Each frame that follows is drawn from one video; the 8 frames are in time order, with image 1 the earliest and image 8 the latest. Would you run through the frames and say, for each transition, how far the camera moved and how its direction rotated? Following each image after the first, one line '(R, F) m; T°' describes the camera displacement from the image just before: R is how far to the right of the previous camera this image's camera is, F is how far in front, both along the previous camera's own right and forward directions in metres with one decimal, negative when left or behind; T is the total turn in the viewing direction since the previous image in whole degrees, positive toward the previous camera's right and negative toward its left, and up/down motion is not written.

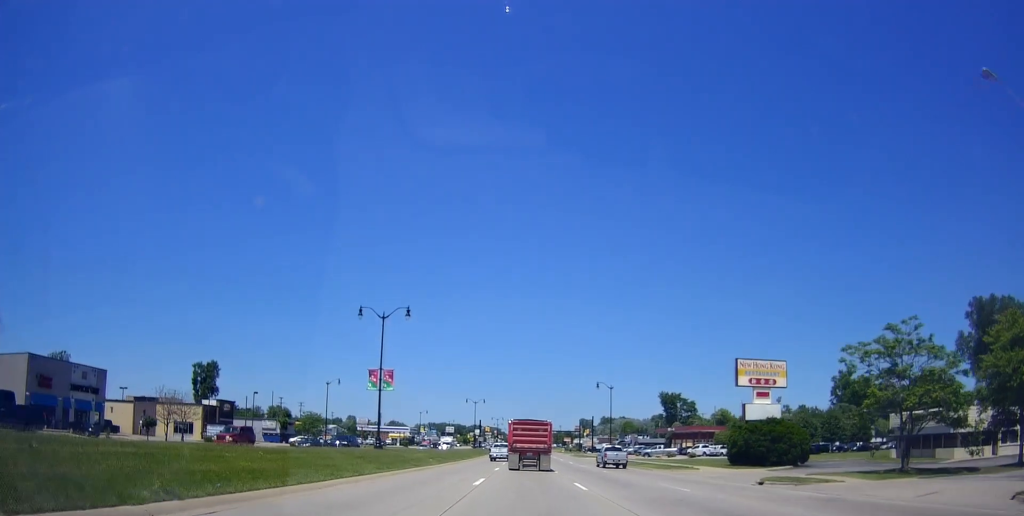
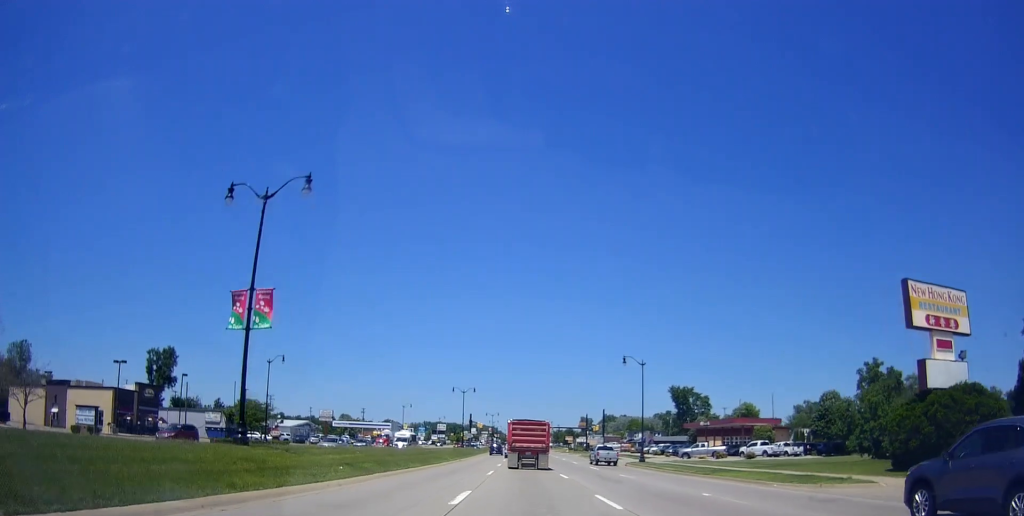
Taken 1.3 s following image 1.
(-0.3, +22.4) m; +1°
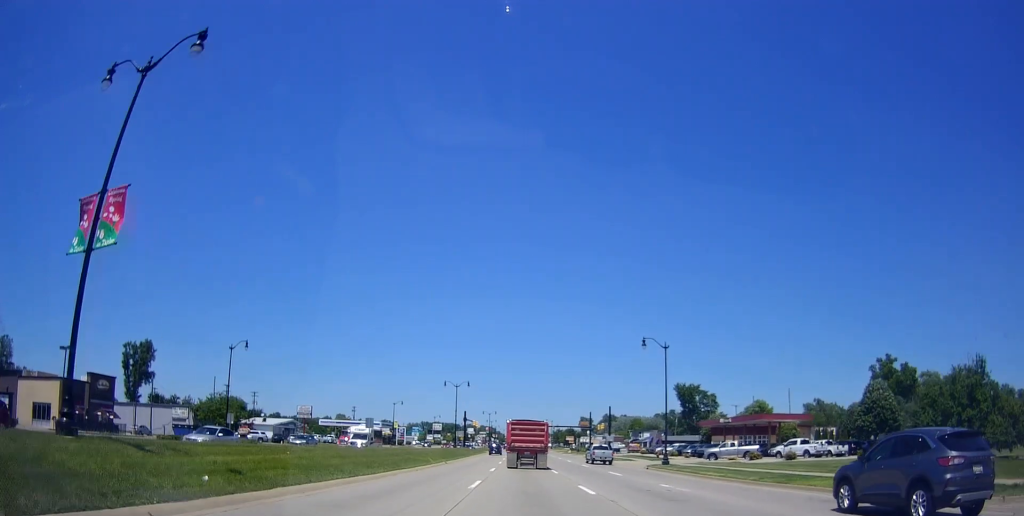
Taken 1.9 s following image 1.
(+0.3, +10.0) m; +2°
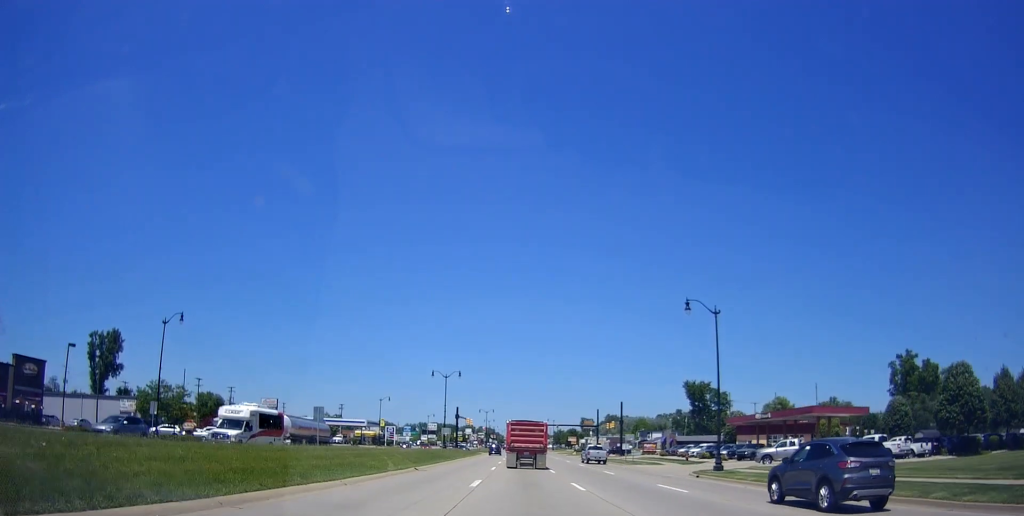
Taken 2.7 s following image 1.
(0.0, +13.4) m; 0°
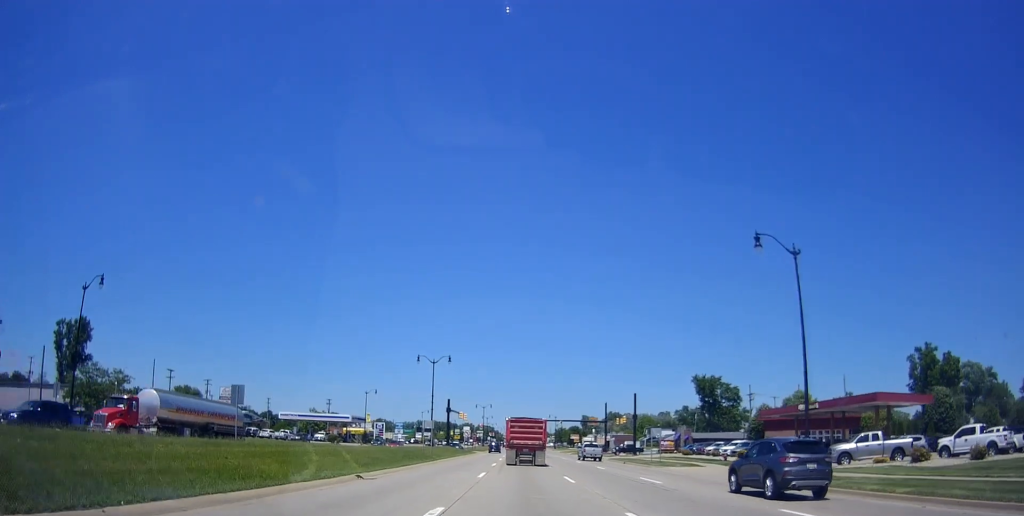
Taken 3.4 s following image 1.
(0.0, +11.7) m; 0°
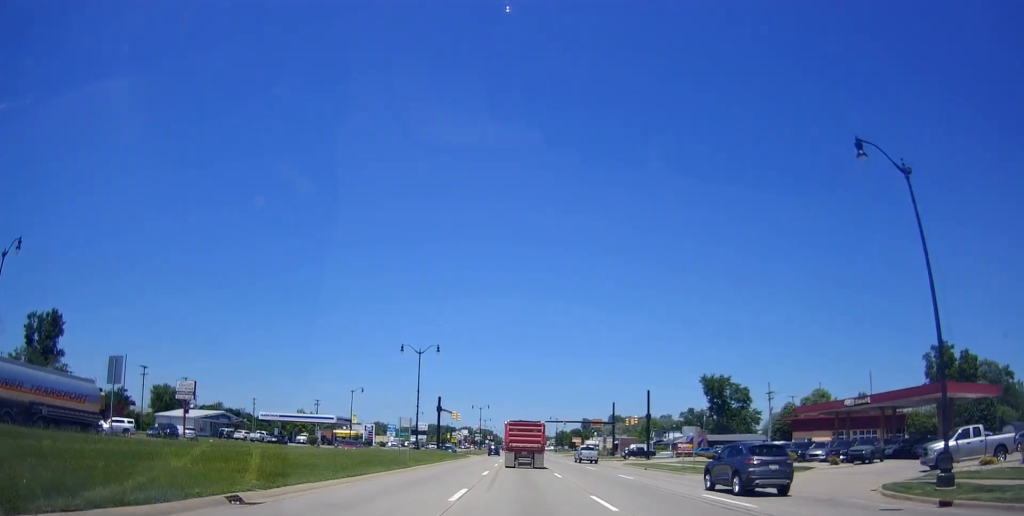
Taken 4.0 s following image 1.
(0.0, +9.5) m; 0°
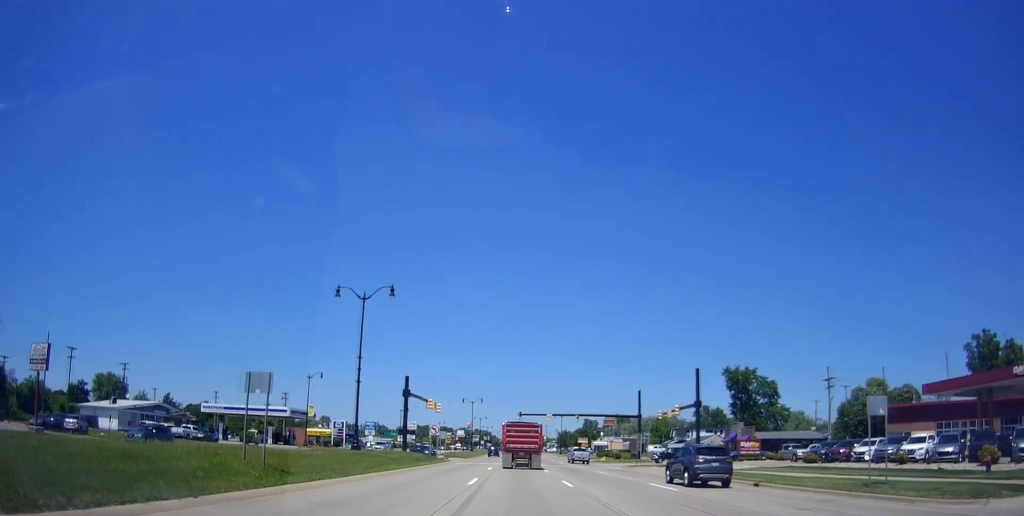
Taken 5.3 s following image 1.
(-0.3, +22.3) m; -1°
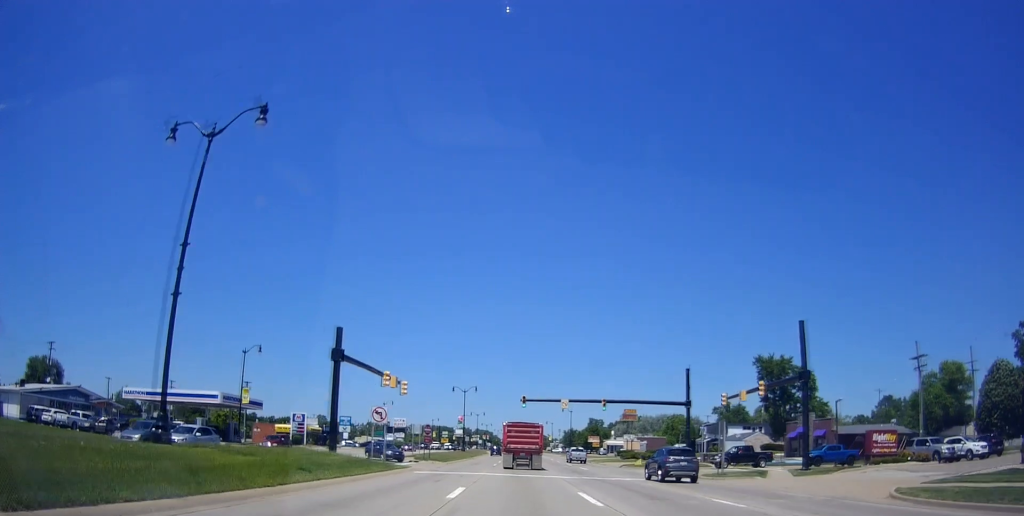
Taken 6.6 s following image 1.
(0.0, +21.9) m; +1°
